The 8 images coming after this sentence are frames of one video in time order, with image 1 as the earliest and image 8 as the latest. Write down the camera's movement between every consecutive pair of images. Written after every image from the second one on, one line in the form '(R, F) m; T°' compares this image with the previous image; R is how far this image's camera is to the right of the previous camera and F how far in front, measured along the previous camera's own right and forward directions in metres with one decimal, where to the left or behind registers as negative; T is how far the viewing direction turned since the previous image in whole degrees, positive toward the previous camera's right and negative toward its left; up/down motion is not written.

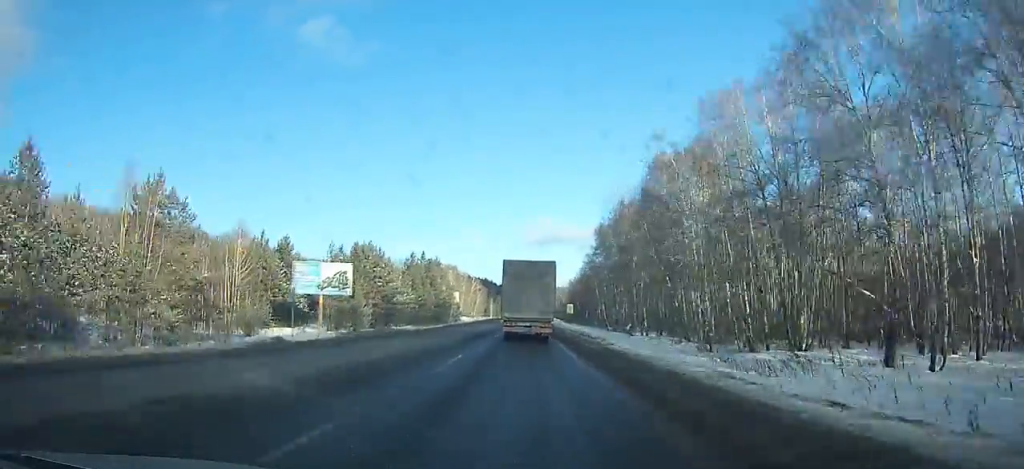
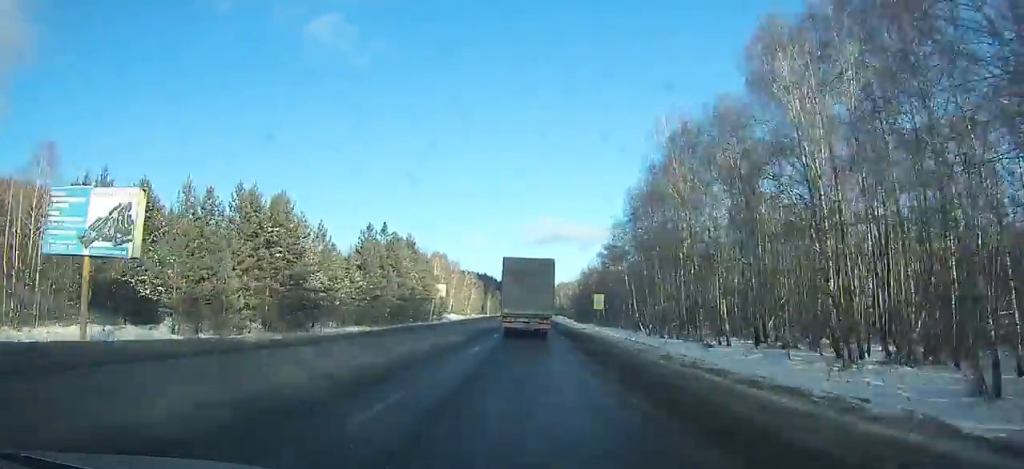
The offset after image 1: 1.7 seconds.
(0.0, +32.9) m; 0°
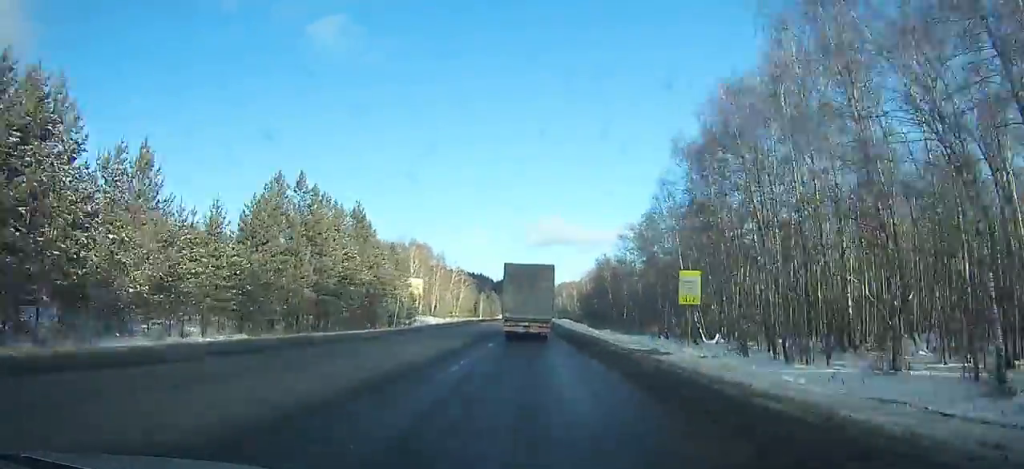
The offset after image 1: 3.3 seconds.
(0.0, +31.0) m; 0°
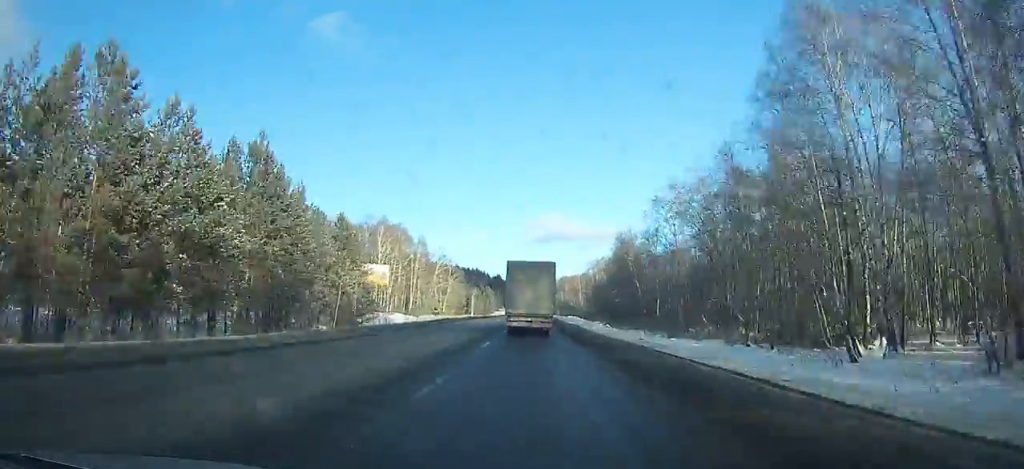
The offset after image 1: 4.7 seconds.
(0.0, +27.1) m; 0°
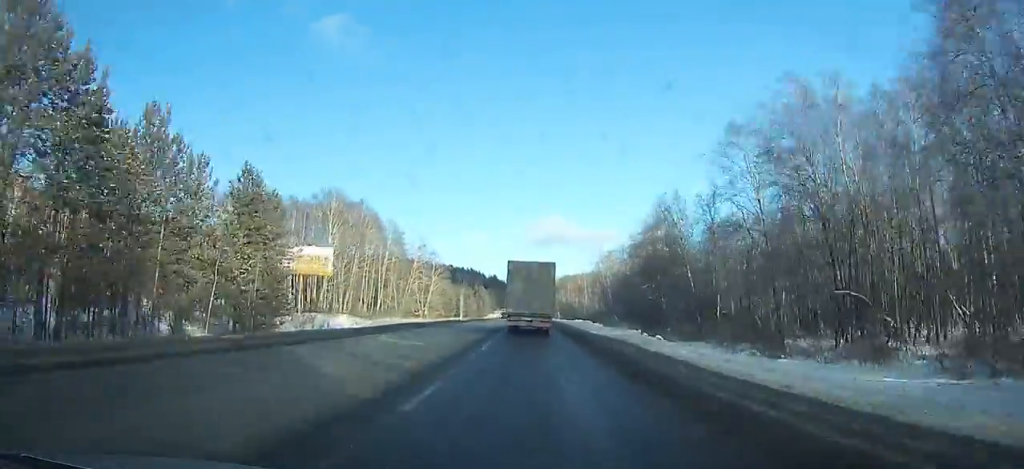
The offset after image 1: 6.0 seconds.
(0.0, +25.1) m; 0°
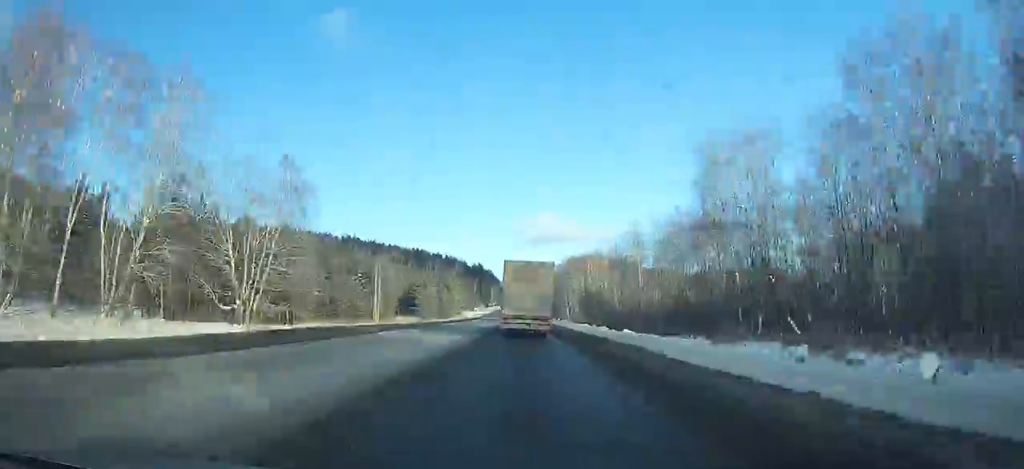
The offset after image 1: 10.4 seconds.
(+0.1, +84.7) m; 0°
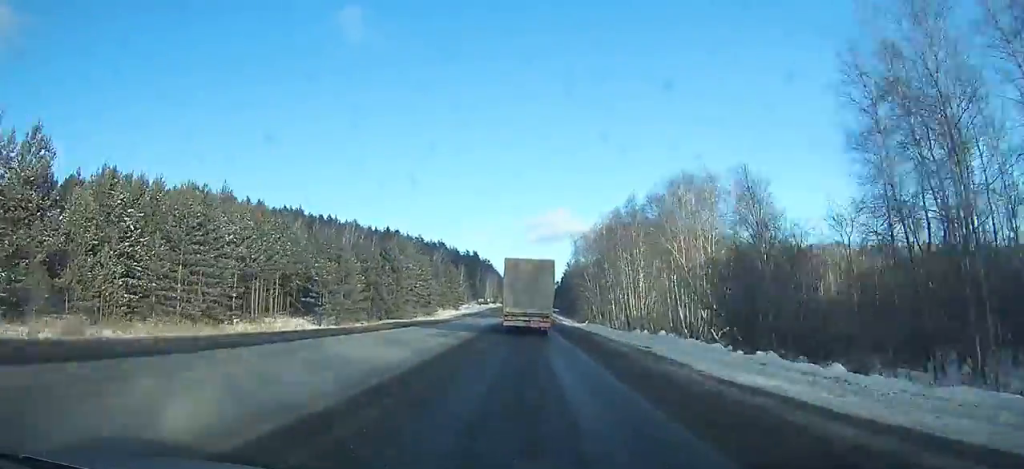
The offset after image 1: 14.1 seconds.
(0.0, +70.6) m; 0°
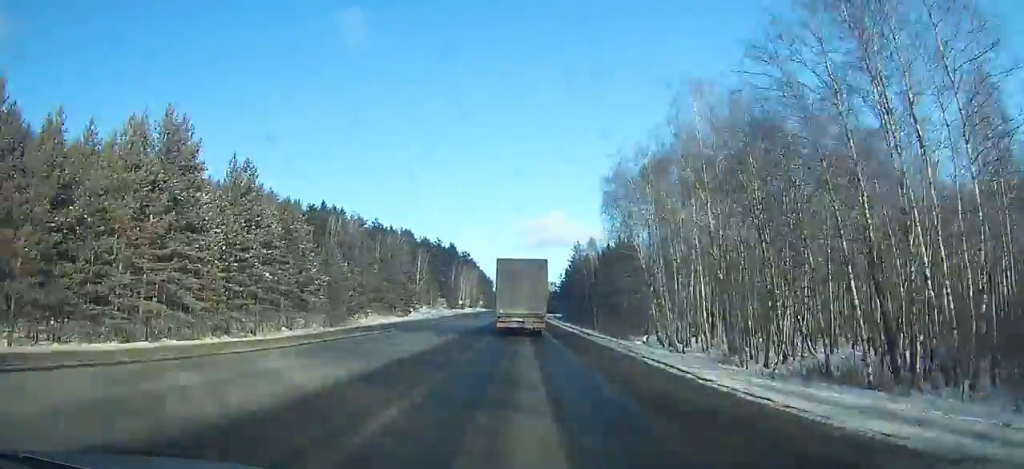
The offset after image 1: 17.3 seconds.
(+0.4, +60.7) m; 0°
